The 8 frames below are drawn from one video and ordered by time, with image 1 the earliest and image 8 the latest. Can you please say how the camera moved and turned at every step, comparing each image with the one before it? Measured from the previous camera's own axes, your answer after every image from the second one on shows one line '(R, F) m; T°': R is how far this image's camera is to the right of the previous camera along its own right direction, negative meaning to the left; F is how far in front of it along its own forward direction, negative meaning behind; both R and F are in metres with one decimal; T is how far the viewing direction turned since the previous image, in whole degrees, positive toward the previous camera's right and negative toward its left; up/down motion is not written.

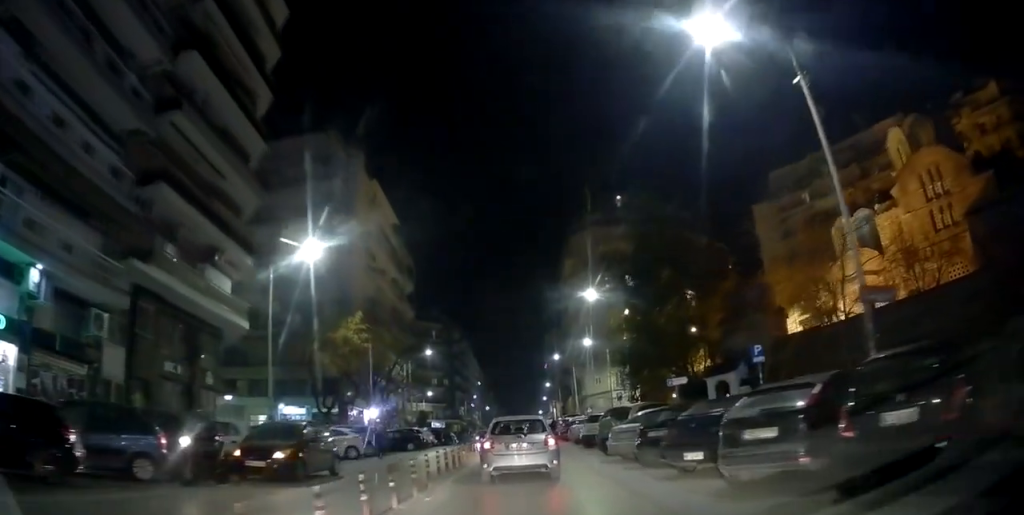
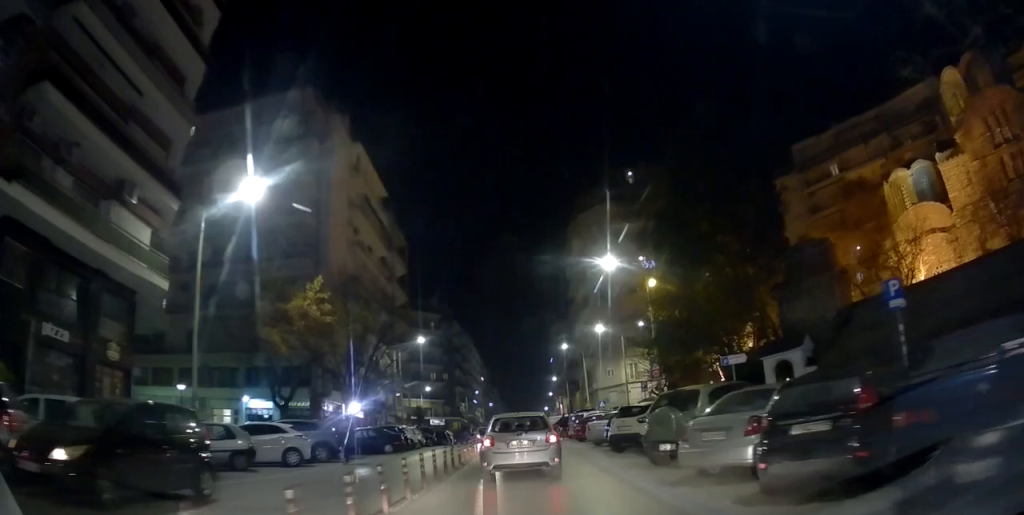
(+0.4, +7.8) m; -2°
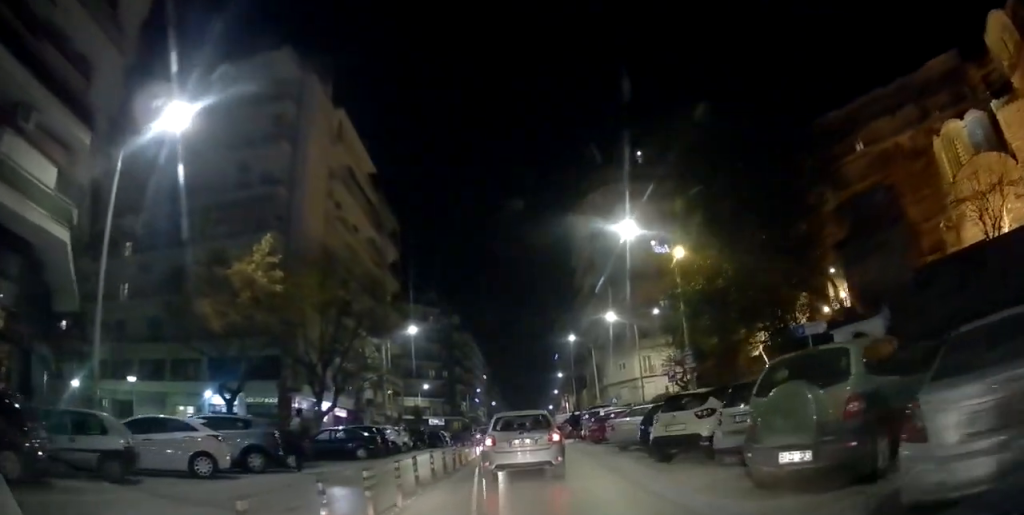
(-0.5, +6.4) m; -4°
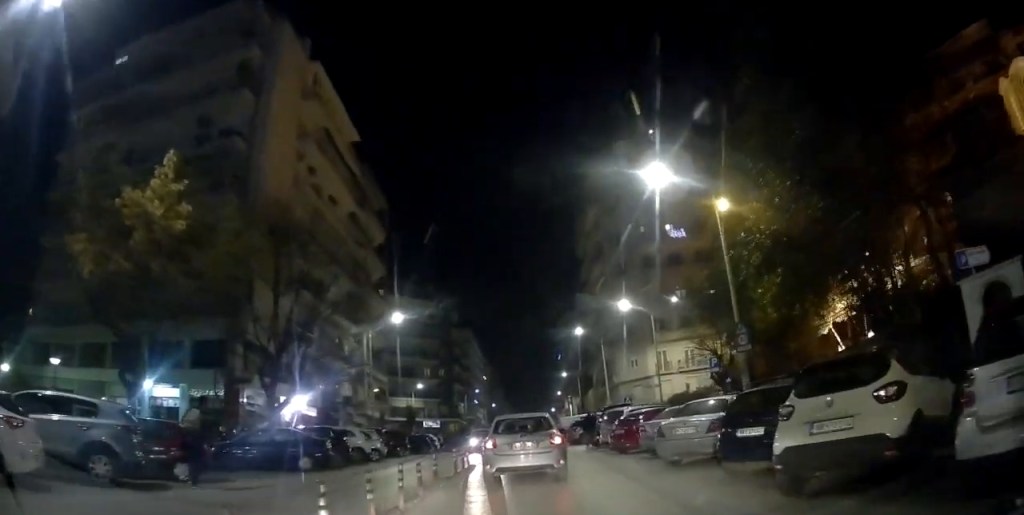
(-0.2, +7.6) m; -2°
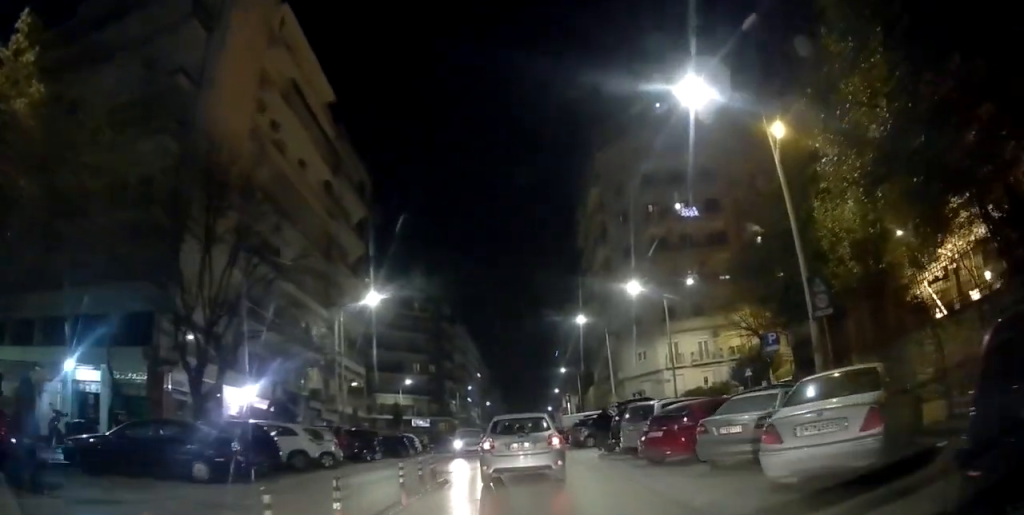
(0.0, +6.6) m; -2°
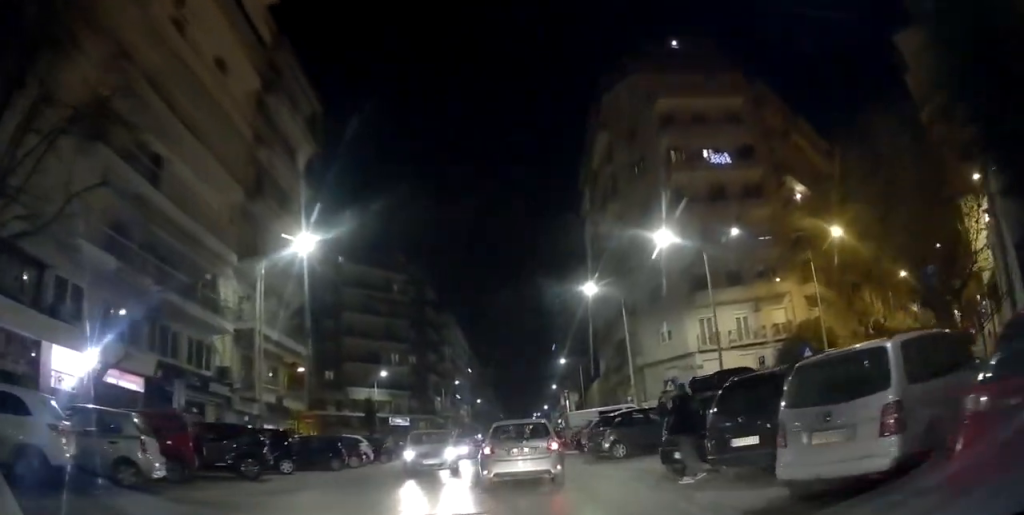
(-0.5, +12.0) m; -2°
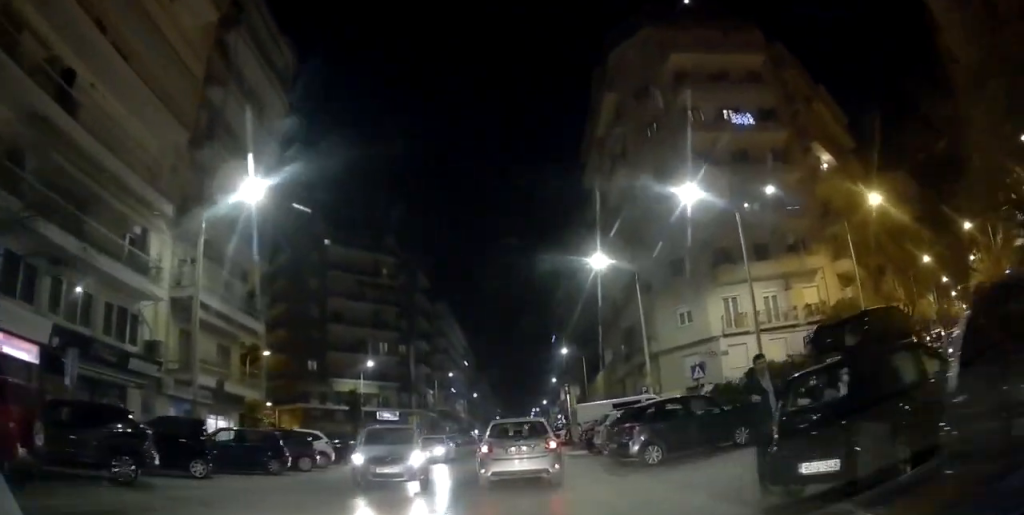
(+0.2, +5.4) m; 0°
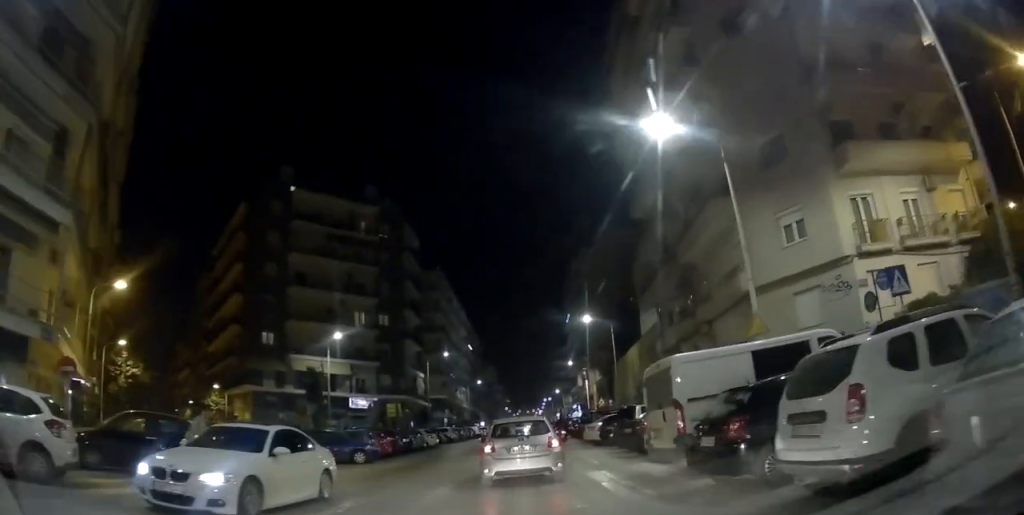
(-0.2, +15.0) m; -2°
